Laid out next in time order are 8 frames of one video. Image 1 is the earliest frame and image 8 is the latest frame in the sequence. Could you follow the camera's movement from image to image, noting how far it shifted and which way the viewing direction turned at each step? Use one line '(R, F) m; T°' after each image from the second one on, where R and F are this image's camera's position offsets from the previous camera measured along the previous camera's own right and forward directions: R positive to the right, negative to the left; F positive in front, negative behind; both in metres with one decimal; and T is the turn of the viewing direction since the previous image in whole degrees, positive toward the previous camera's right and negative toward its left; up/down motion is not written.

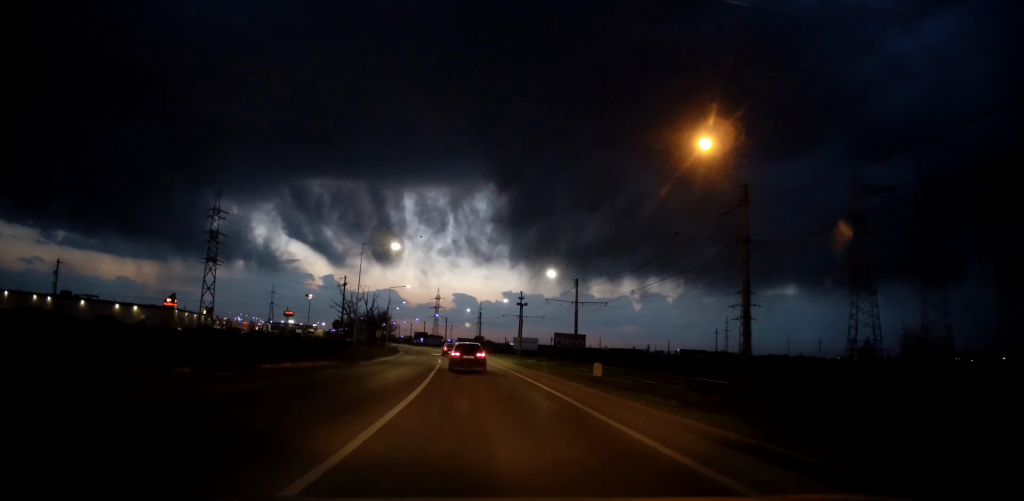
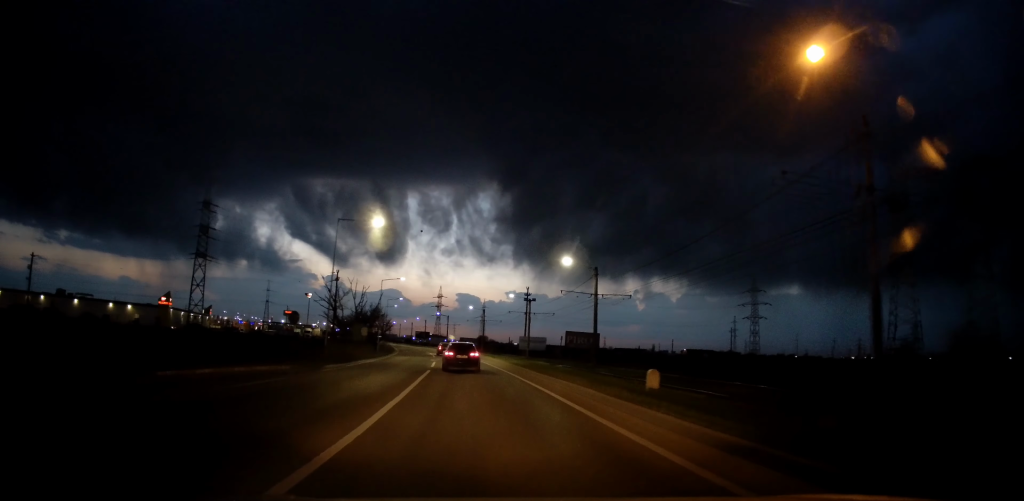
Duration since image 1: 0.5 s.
(-0.1, +7.8) m; -1°
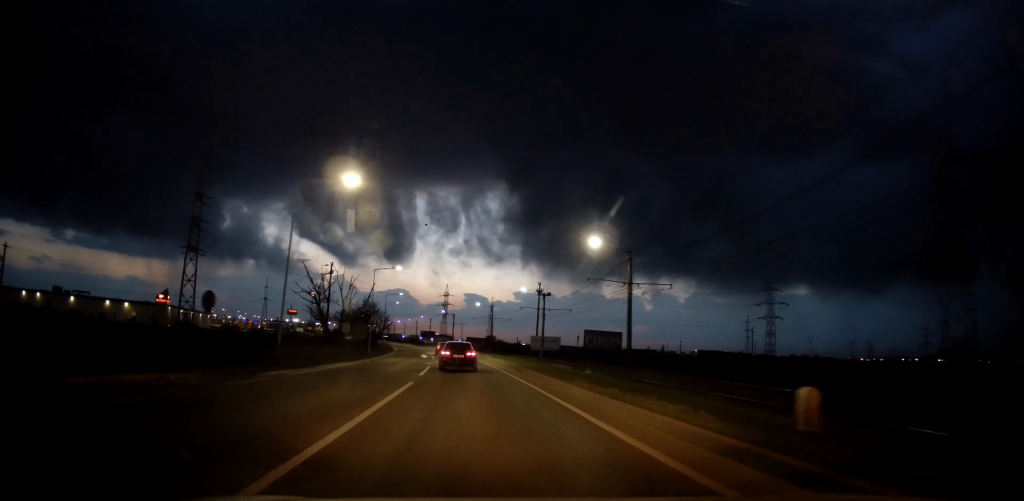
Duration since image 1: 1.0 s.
(-0.1, +8.4) m; -1°
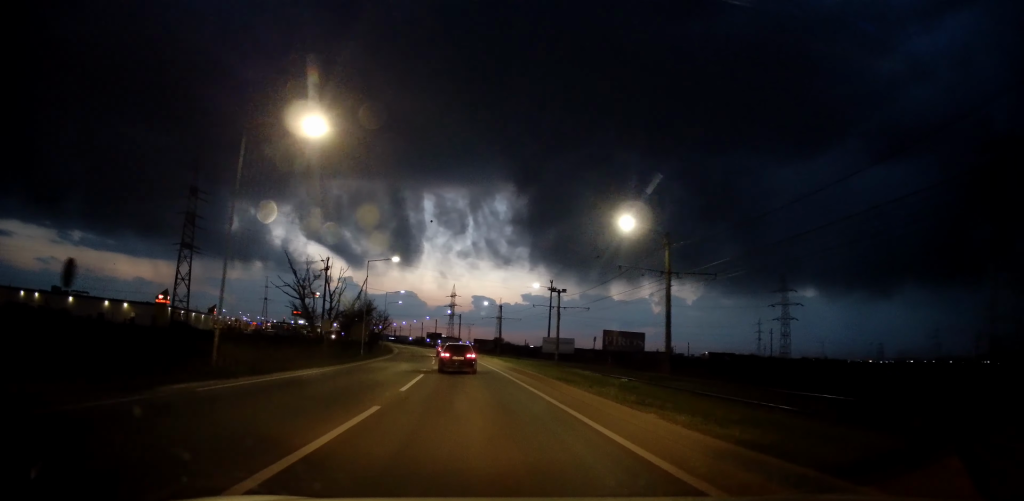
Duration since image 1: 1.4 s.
(0.0, +6.4) m; 0°
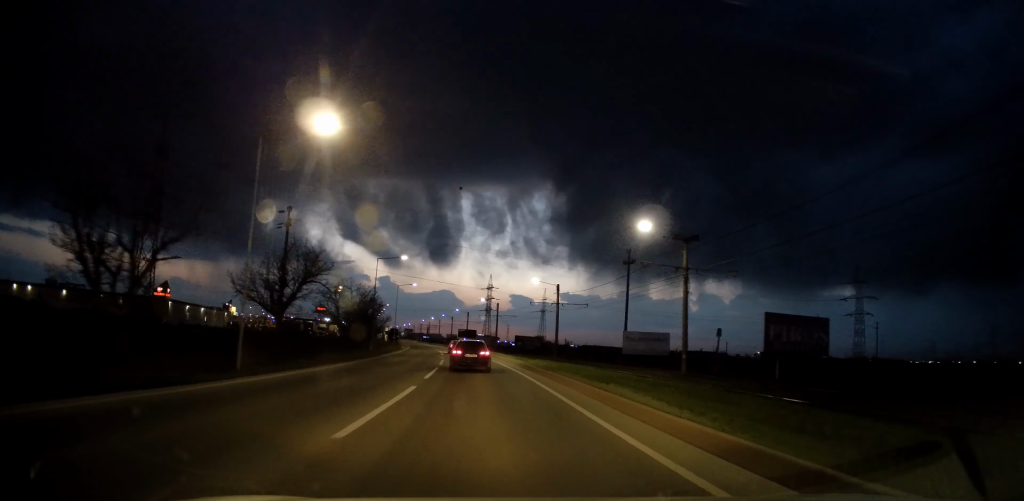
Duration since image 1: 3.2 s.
(-0.3, +29.4) m; -3°
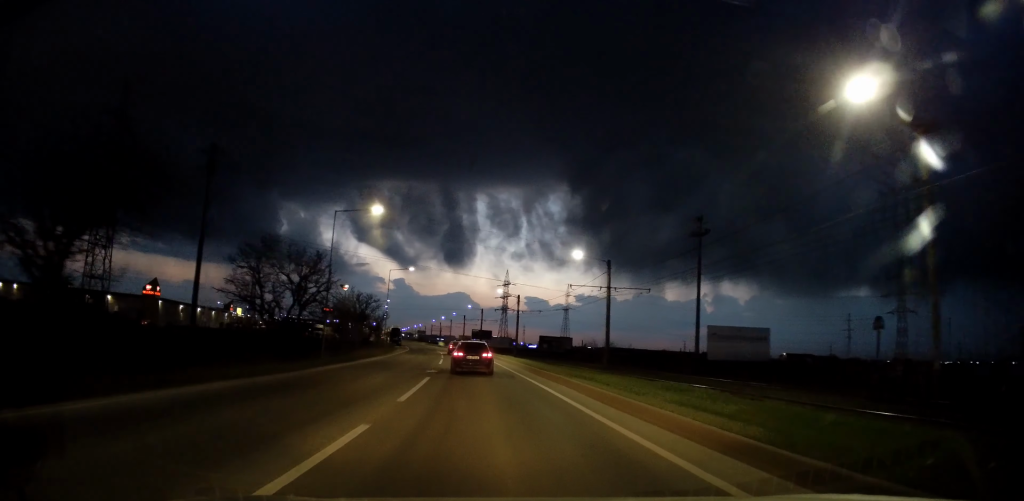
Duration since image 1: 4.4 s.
(-0.7, +18.6) m; -2°
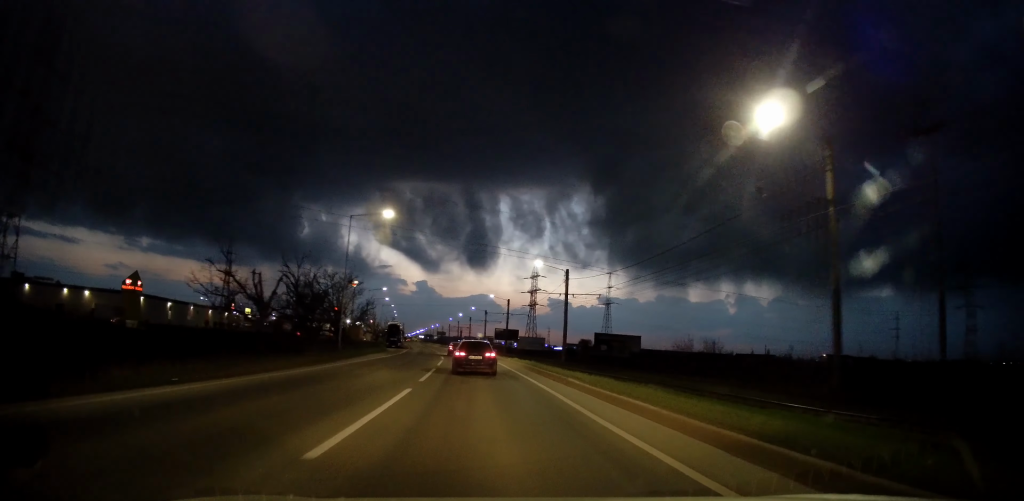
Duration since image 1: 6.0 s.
(0.0, +26.6) m; -2°
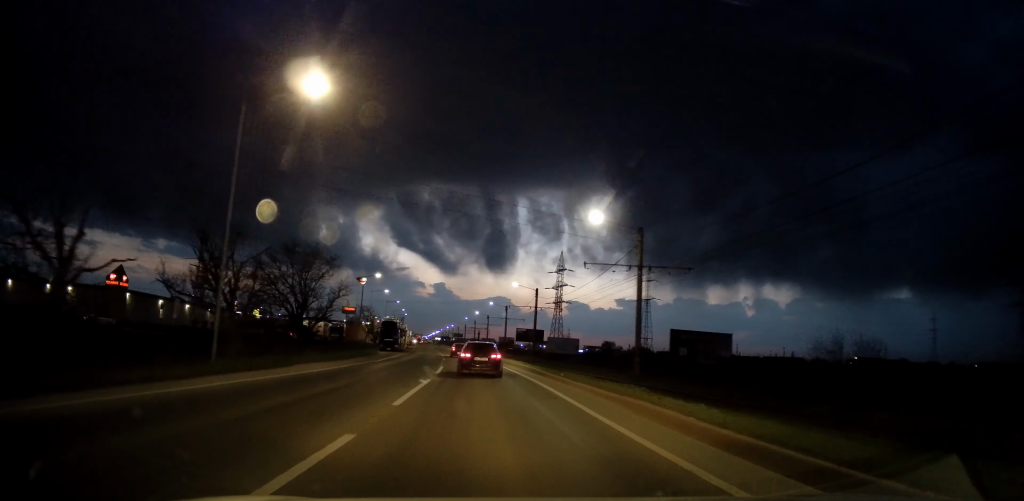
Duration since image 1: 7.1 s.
(-0.5, +18.3) m; -4°
